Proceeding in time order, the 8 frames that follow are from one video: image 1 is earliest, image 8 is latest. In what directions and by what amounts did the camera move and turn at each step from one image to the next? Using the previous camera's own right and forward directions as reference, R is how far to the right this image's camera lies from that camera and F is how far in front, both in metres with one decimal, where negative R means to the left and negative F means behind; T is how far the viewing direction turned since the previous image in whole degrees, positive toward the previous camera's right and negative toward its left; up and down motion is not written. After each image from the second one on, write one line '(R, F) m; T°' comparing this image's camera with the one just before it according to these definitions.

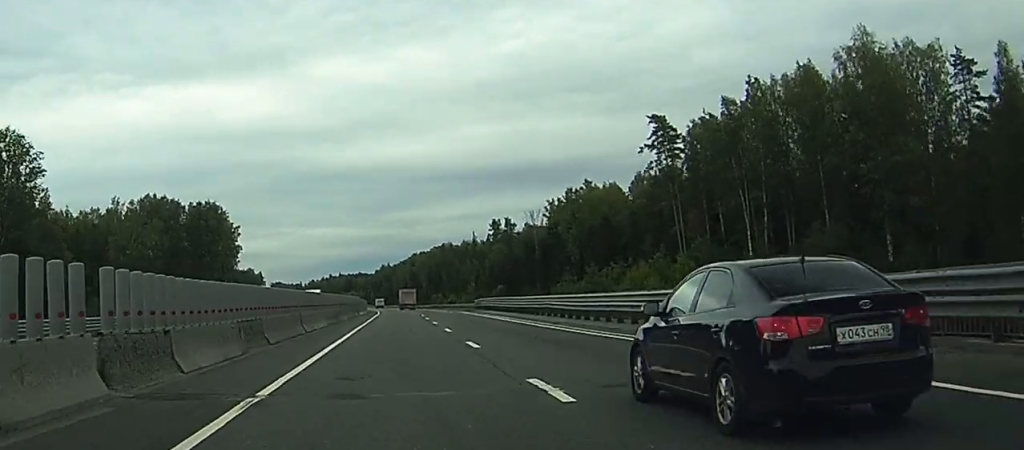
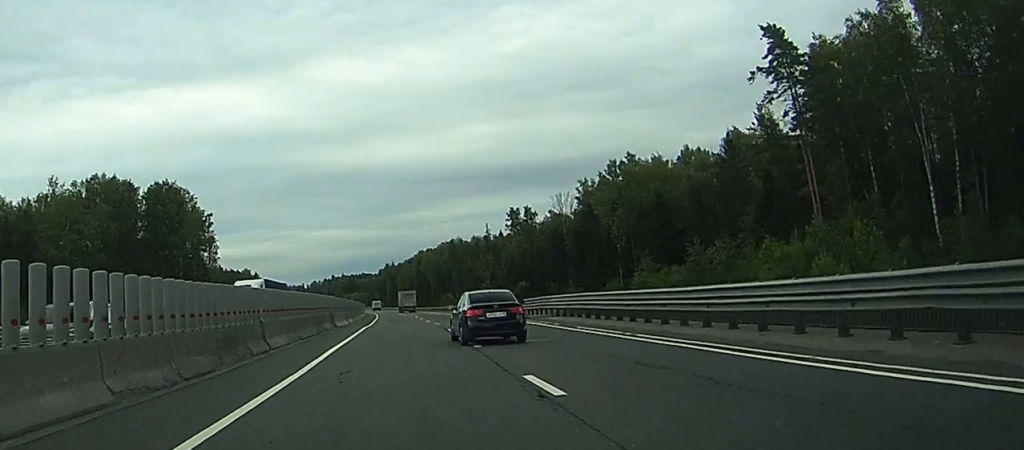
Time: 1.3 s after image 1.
(-0.1, +34.5) m; -1°
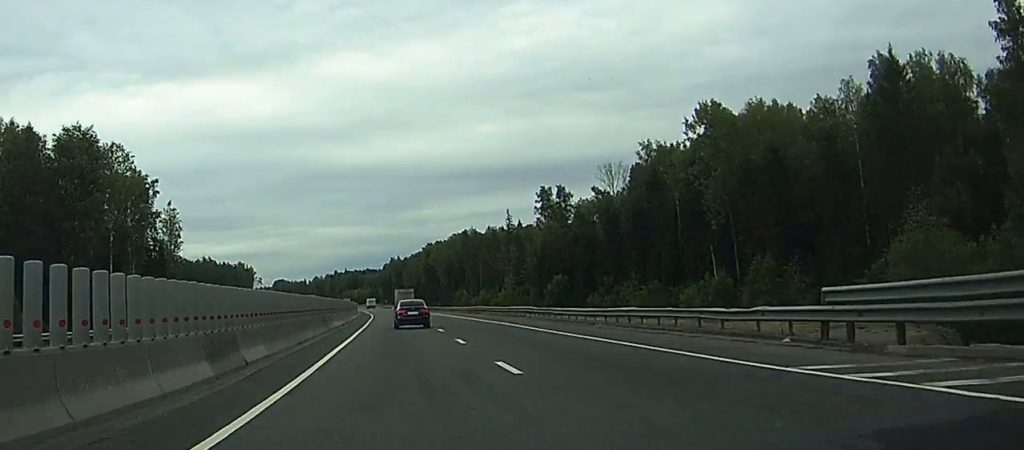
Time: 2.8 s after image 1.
(-0.6, +42.5) m; -1°
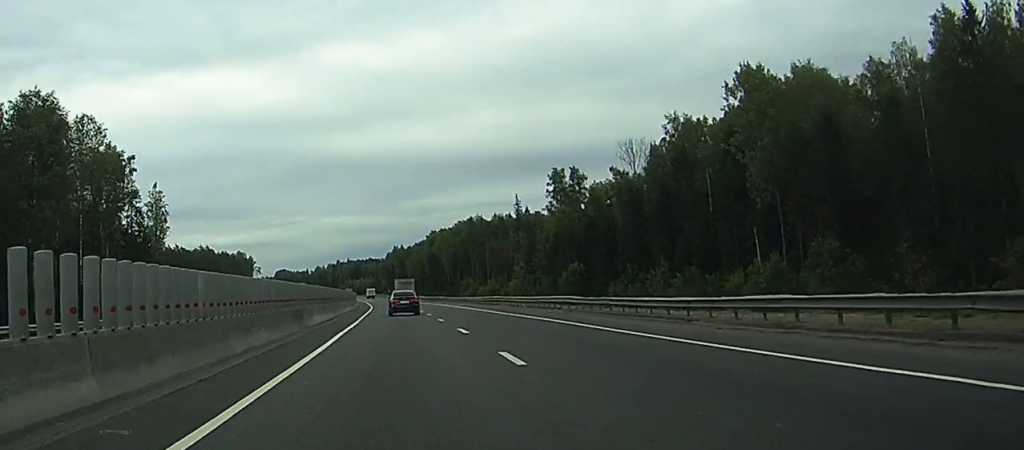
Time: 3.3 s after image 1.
(0.0, +12.6) m; 0°
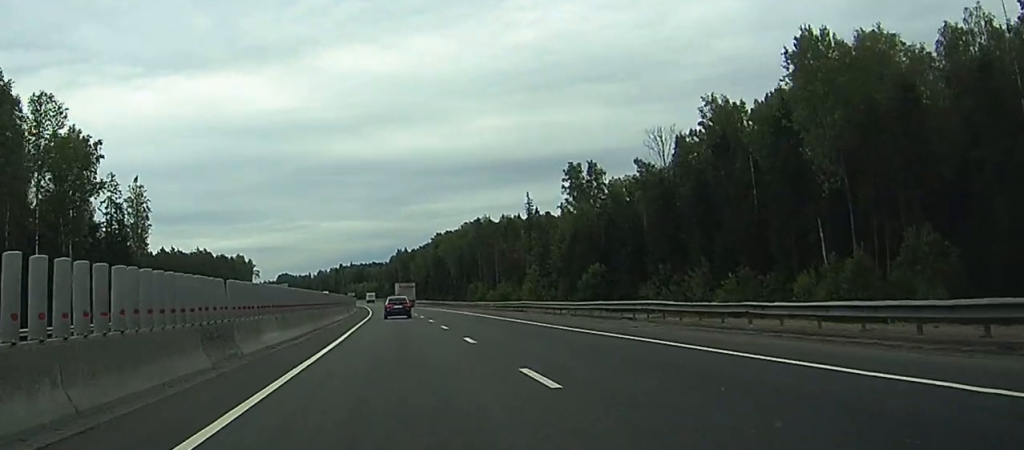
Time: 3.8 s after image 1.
(0.0, +14.4) m; 0°
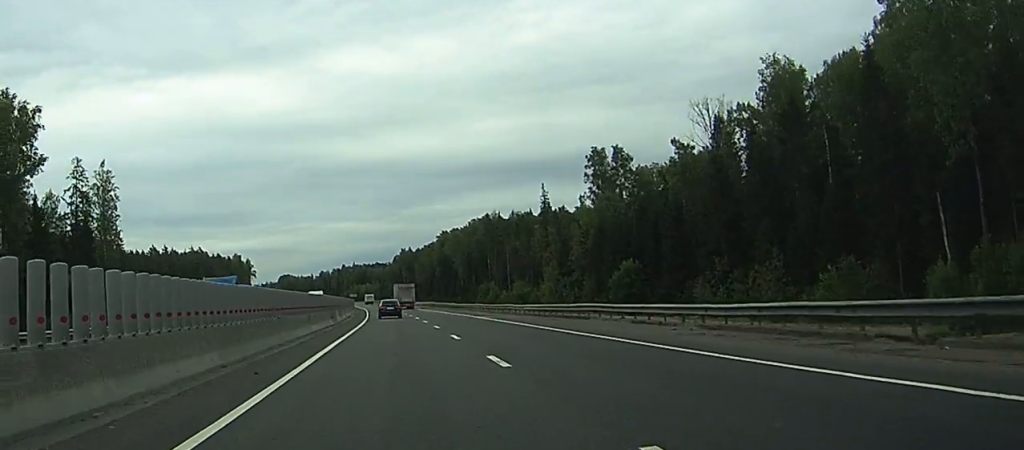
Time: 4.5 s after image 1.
(0.0, +18.9) m; 0°
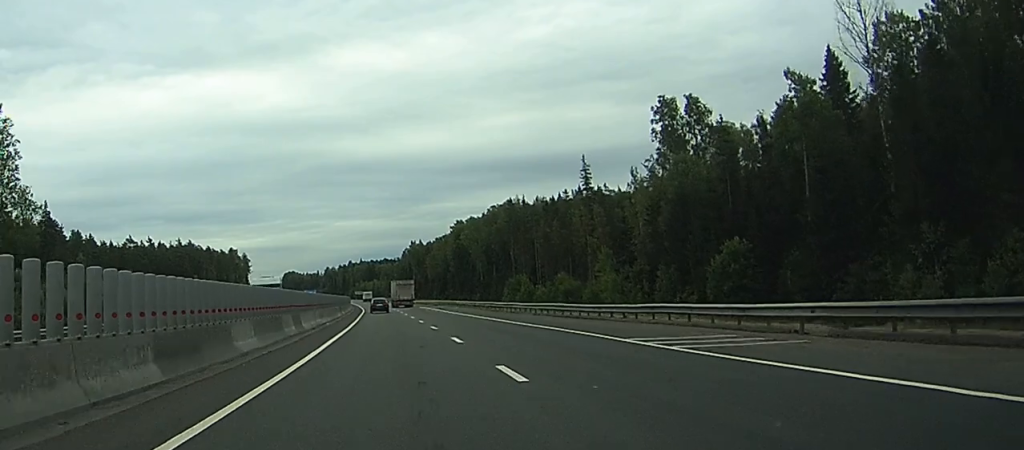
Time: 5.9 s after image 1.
(-0.1, +38.1) m; 0°
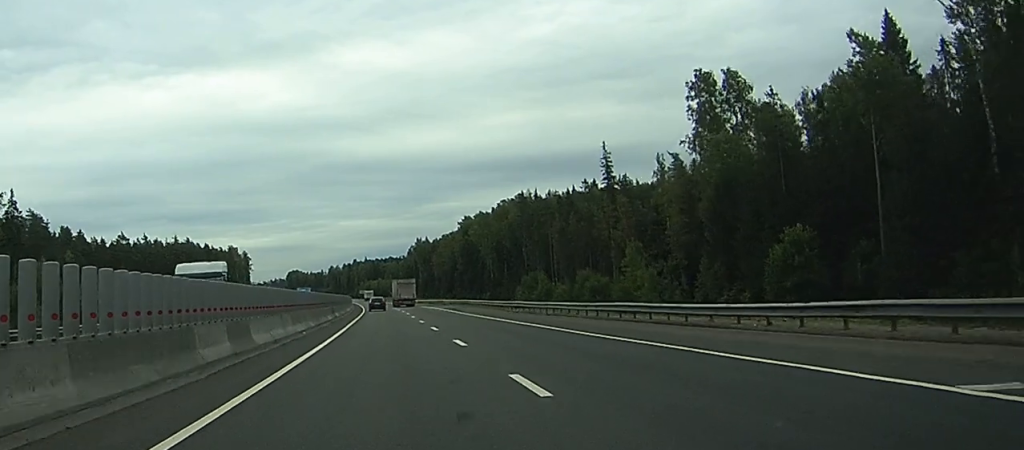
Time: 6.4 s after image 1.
(0.0, +13.7) m; 0°
